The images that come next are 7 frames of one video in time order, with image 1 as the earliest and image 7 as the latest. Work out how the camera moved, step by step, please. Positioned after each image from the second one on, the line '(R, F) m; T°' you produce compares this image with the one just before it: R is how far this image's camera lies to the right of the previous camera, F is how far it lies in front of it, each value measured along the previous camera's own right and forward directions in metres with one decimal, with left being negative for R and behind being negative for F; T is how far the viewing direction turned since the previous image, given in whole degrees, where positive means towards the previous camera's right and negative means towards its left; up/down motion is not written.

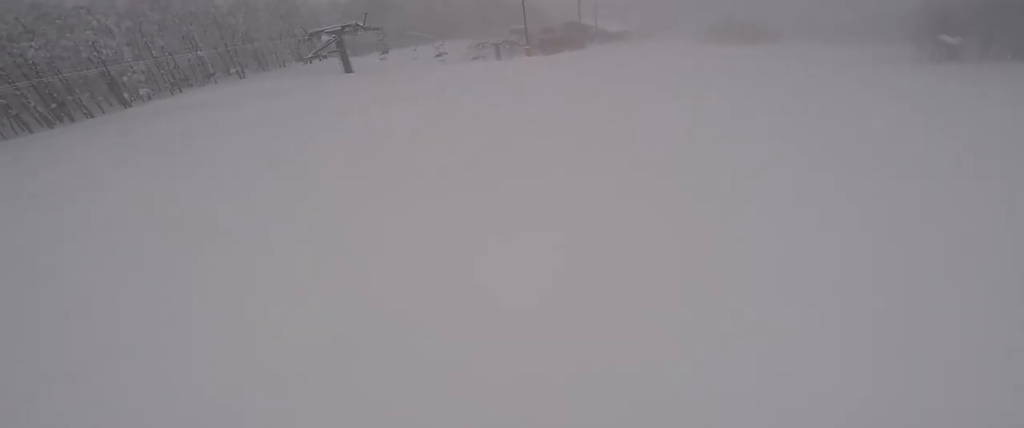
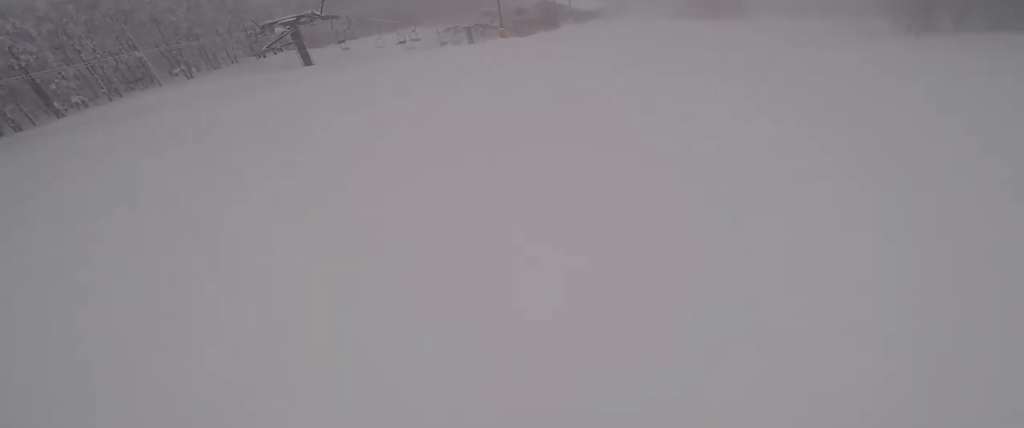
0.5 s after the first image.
(-0.2, +2.5) m; +11°
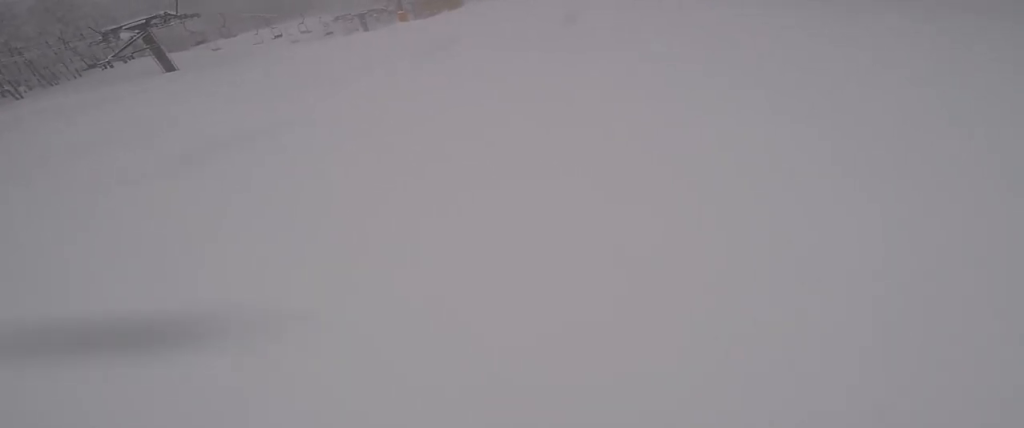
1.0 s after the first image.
(+0.7, +2.8) m; +11°
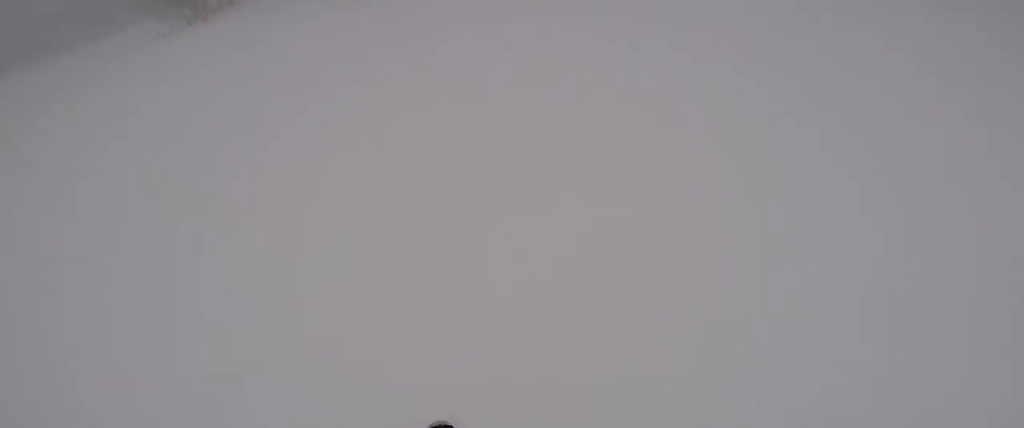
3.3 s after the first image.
(+2.9, +10.2) m; +33°
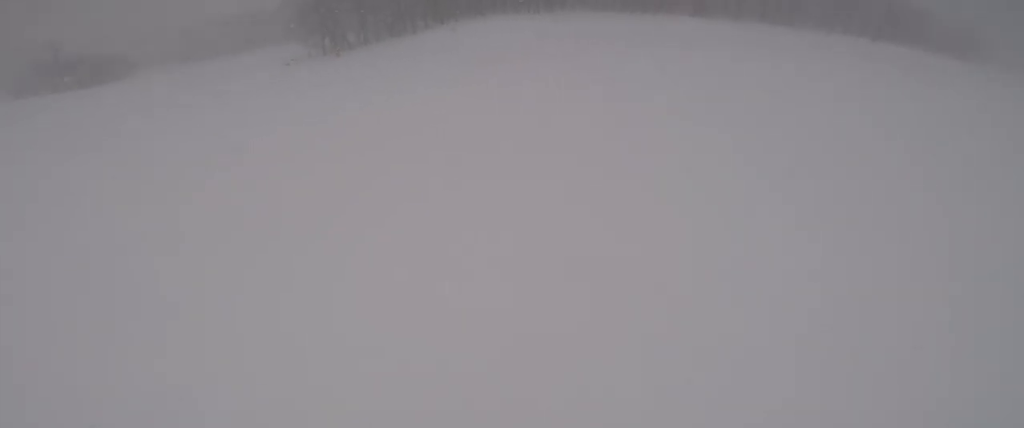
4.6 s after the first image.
(+0.6, +5.2) m; -15°
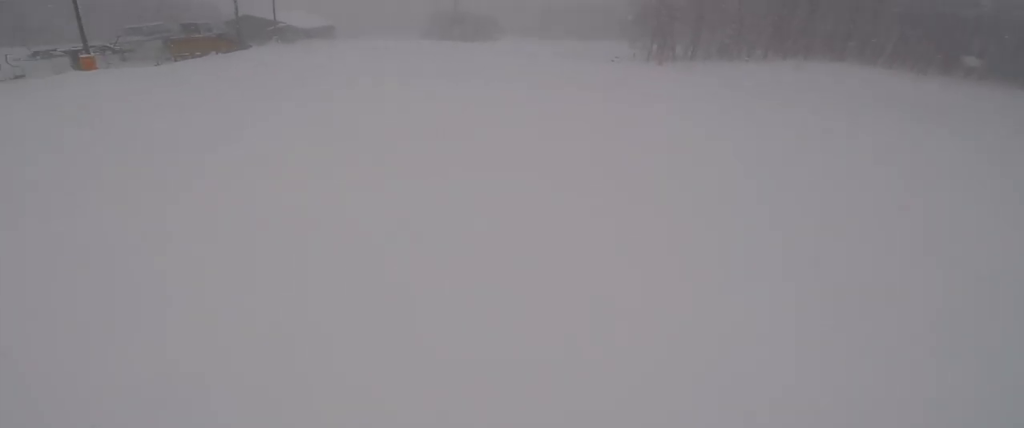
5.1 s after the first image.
(-0.7, +1.6) m; -21°
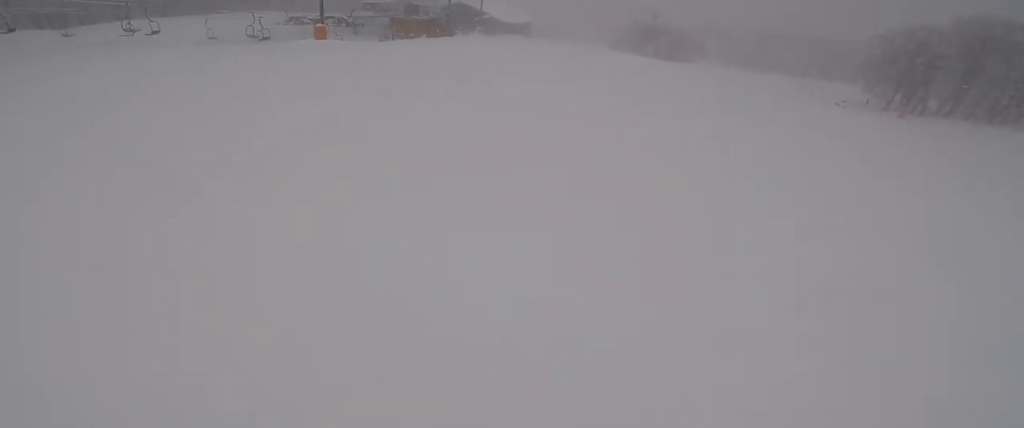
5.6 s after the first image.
(-0.1, +1.8) m; -21°
